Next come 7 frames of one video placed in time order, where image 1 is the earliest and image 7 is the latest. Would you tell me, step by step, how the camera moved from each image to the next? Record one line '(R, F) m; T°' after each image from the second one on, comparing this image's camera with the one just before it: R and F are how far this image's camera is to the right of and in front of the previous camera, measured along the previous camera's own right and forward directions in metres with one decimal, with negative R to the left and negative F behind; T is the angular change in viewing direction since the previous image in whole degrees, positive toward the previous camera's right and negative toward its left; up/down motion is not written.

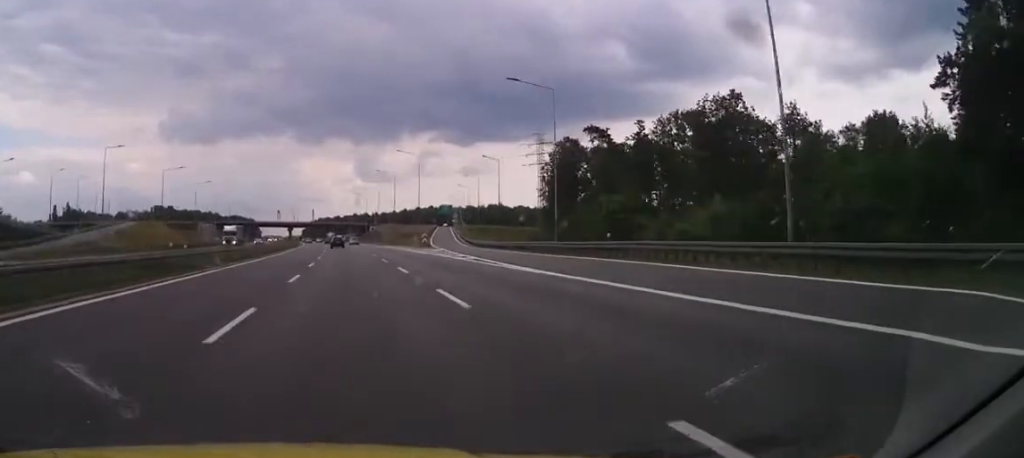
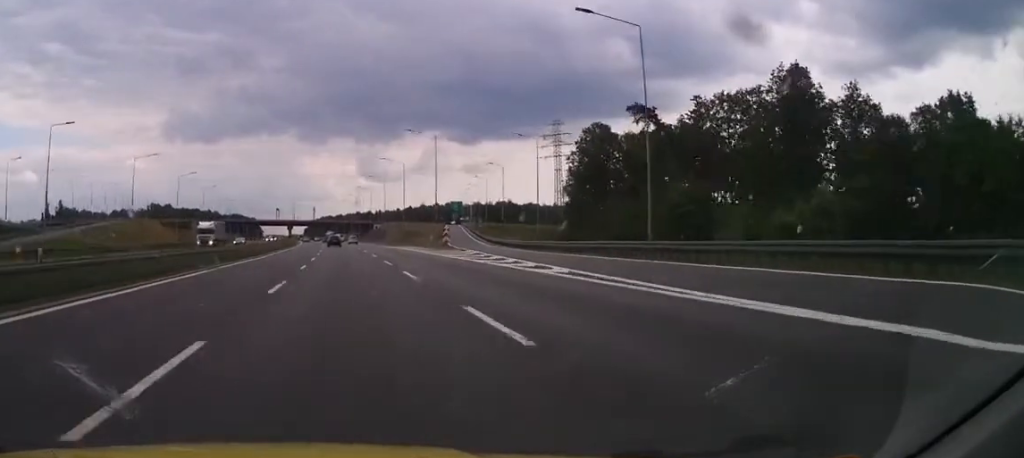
(-0.4, +16.3) m; 0°
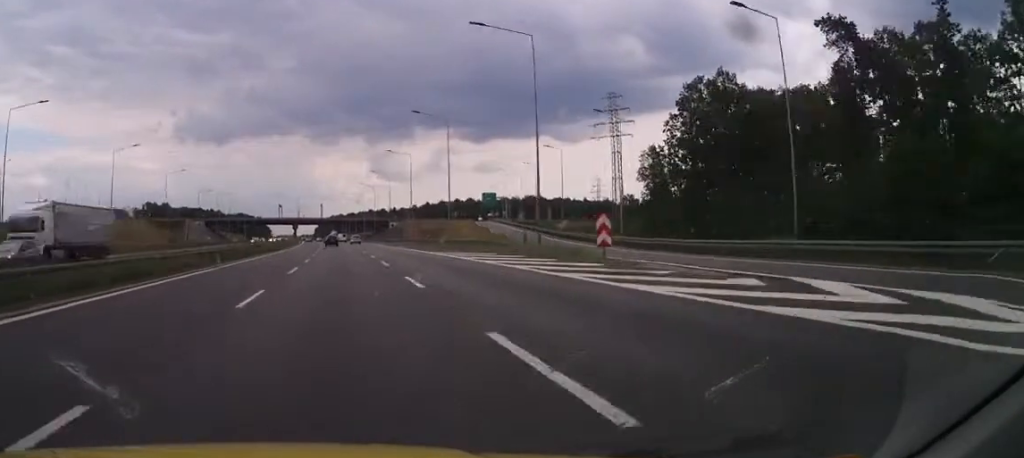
(+0.2, +39.1) m; -1°
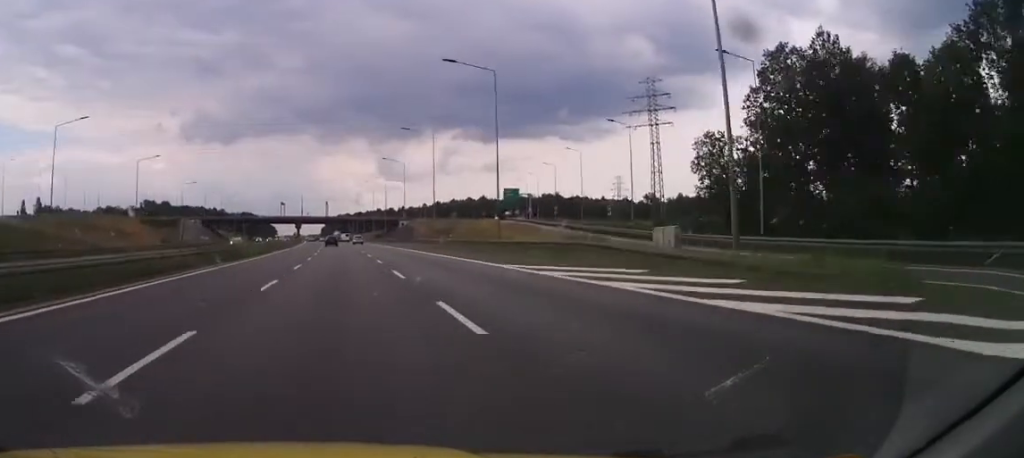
(-0.6, +19.4) m; -1°
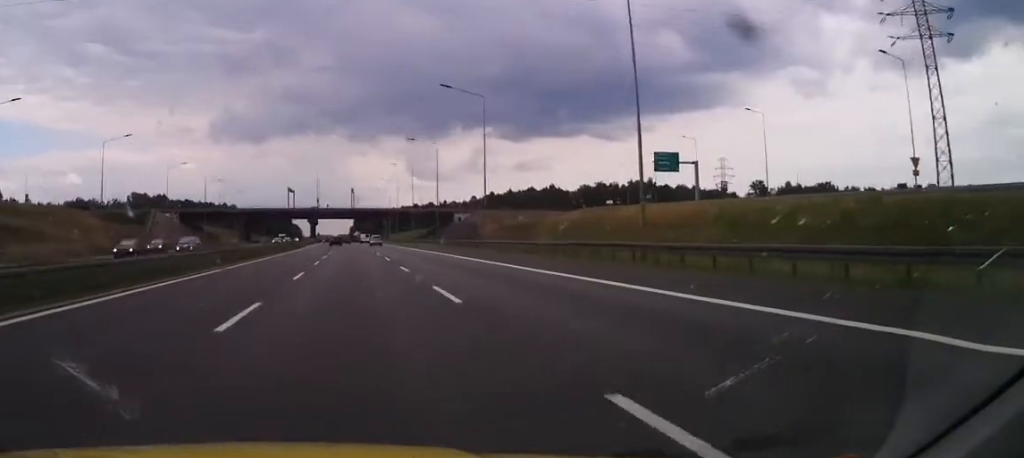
(-0.8, +79.0) m; -2°
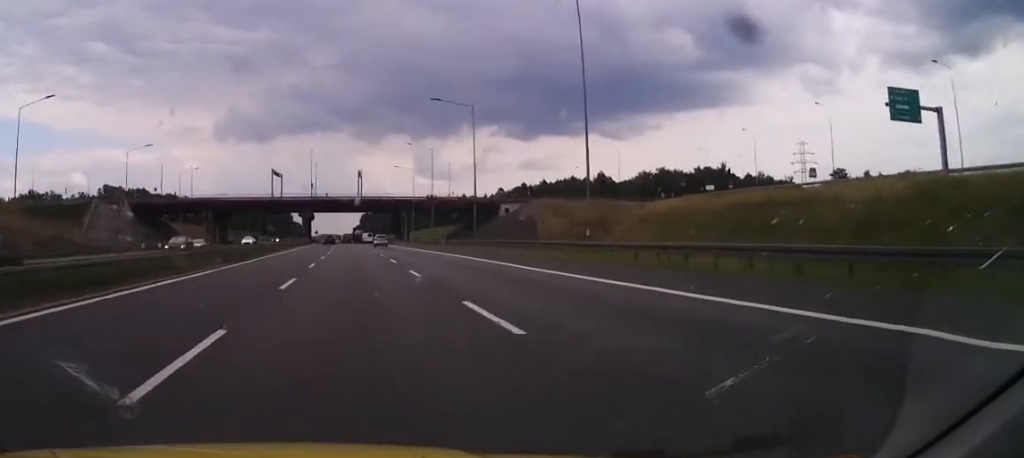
(-0.7, +51.7) m; -2°
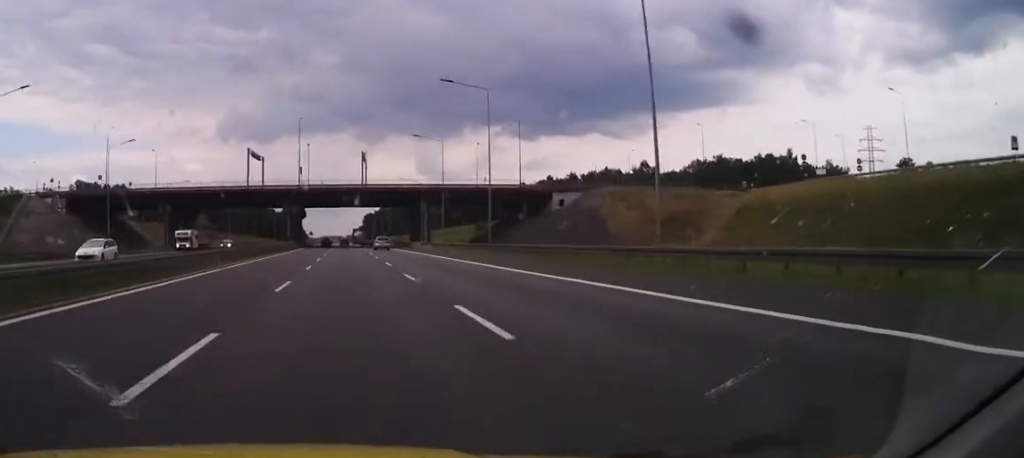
(-0.1, +35.7) m; -1°
